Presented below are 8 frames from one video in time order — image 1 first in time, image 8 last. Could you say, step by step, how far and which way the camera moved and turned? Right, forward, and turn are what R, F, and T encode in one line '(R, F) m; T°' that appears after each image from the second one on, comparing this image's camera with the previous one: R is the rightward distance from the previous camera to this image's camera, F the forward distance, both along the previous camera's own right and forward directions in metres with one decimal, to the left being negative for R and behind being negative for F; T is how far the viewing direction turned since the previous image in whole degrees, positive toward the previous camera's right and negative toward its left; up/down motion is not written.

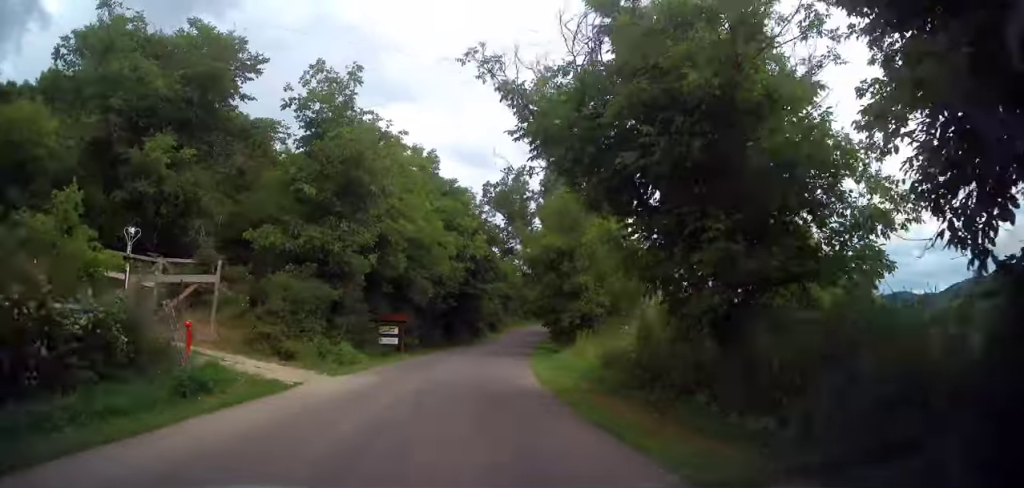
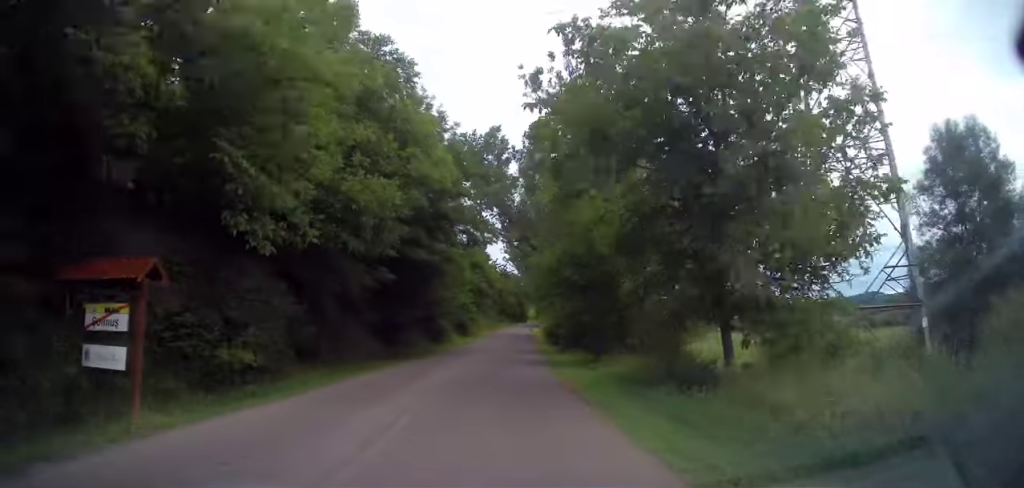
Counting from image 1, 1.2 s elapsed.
(+0.8, +21.0) m; +4°
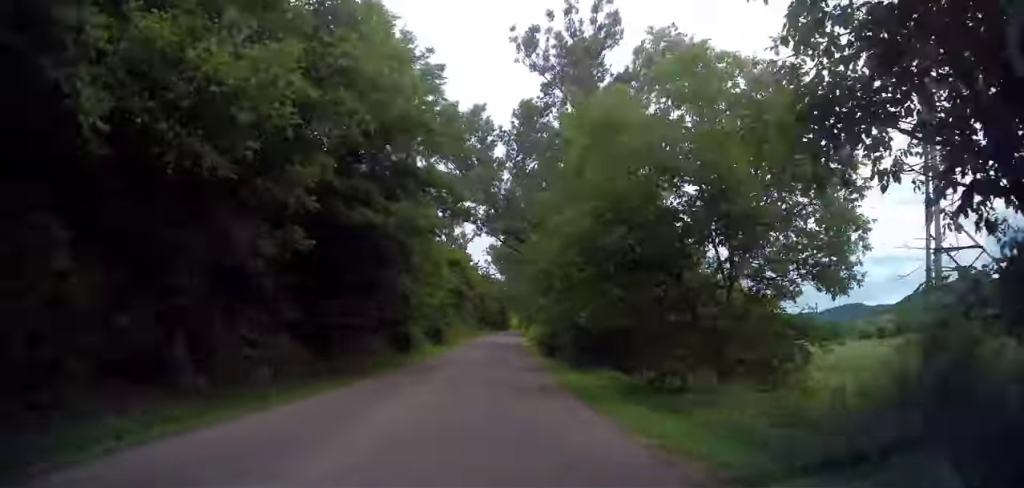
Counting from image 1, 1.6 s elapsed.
(+0.1, +8.6) m; +2°
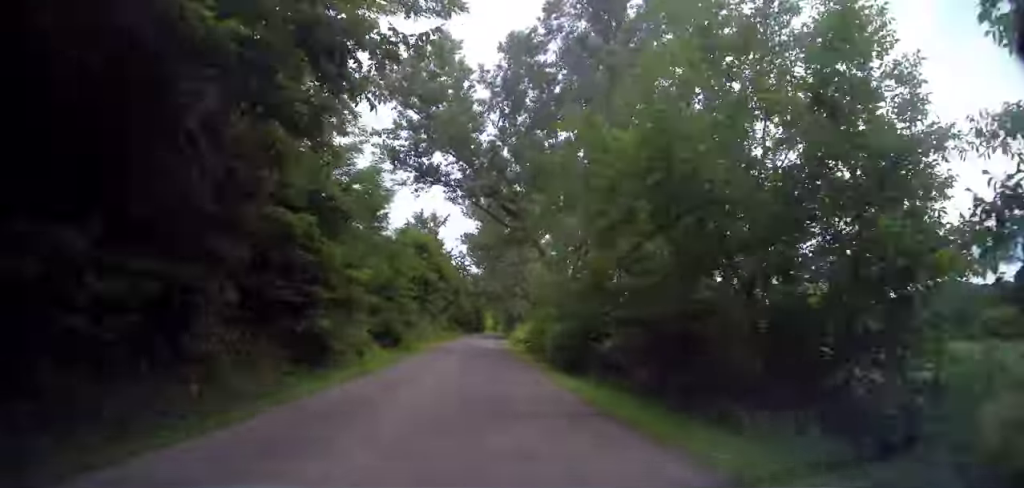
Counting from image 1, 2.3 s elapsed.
(+0.3, +13.2) m; +2°
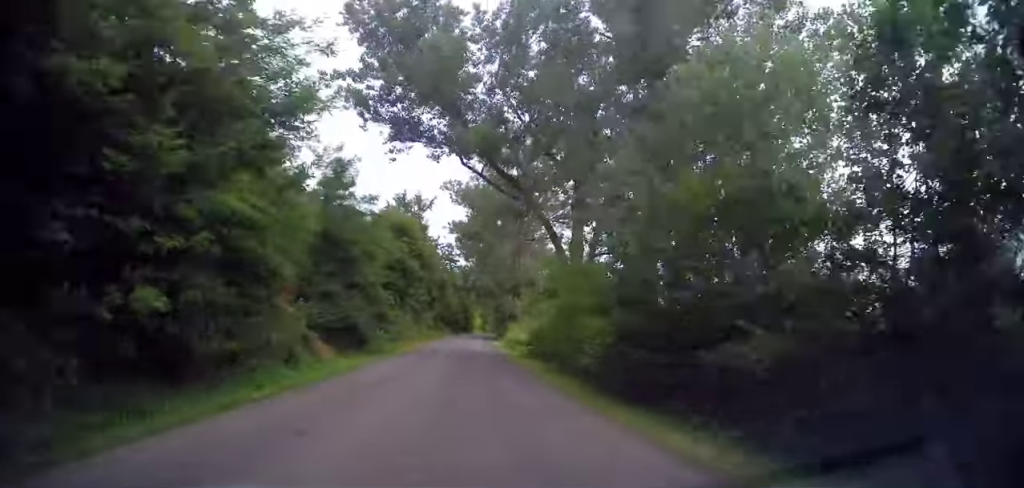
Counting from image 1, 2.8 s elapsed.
(0.0, +8.3) m; +1°
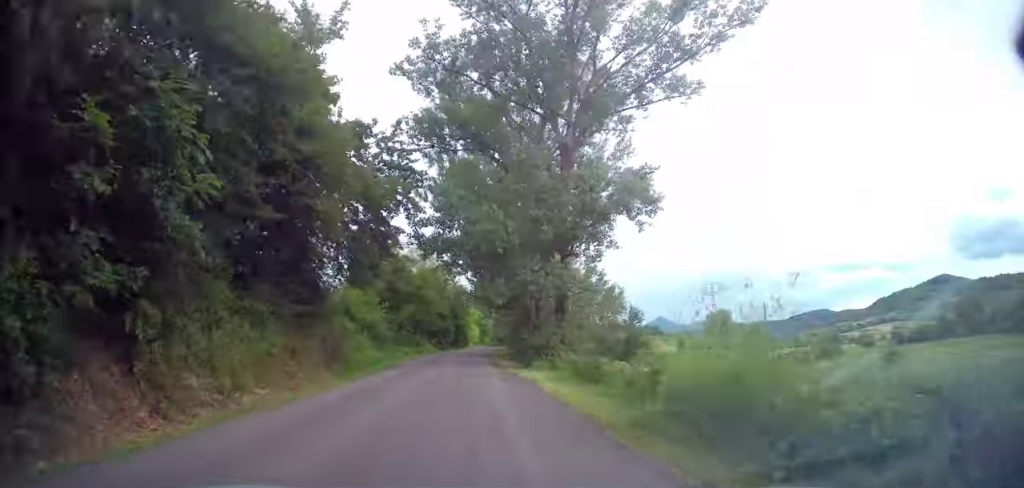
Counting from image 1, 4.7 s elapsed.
(+0.4, +37.8) m; +2°
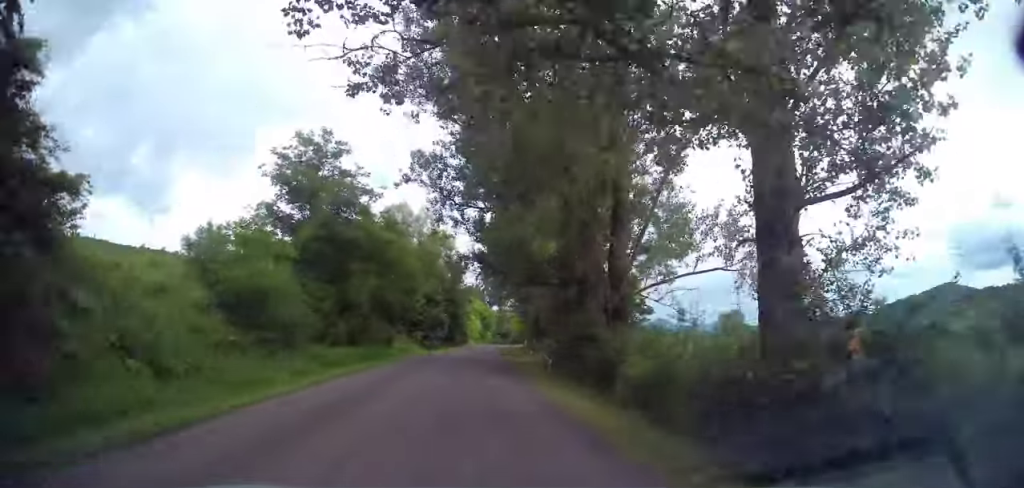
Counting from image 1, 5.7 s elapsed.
(+0.4, +21.7) m; +1°
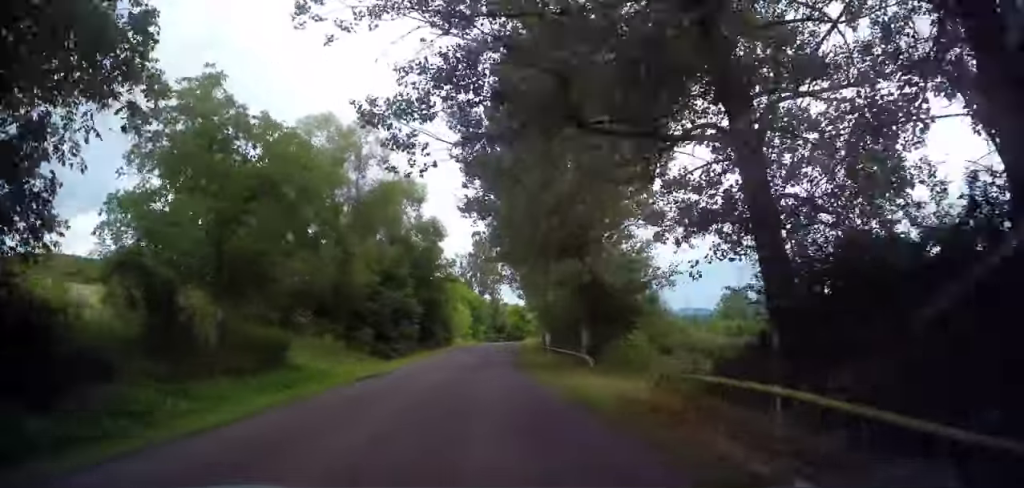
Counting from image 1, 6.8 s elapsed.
(0.0, +22.4) m; 0°
